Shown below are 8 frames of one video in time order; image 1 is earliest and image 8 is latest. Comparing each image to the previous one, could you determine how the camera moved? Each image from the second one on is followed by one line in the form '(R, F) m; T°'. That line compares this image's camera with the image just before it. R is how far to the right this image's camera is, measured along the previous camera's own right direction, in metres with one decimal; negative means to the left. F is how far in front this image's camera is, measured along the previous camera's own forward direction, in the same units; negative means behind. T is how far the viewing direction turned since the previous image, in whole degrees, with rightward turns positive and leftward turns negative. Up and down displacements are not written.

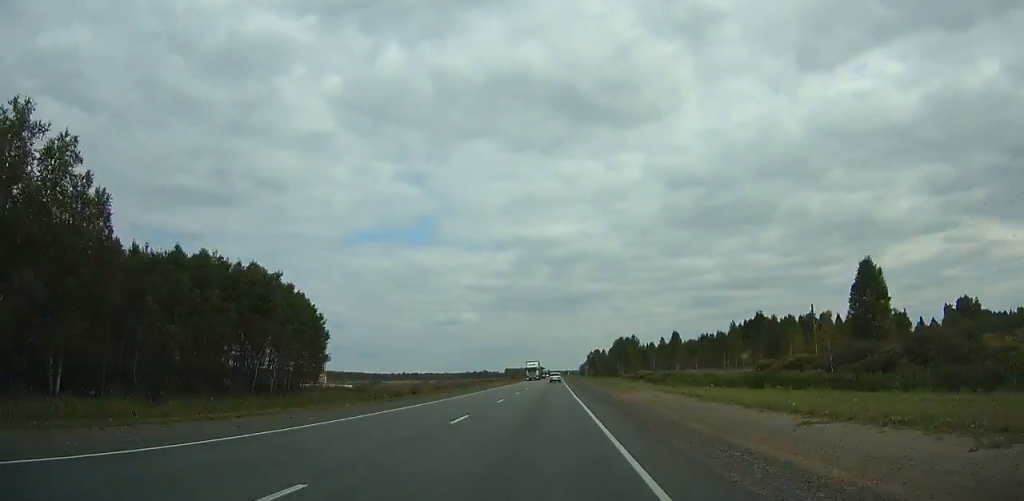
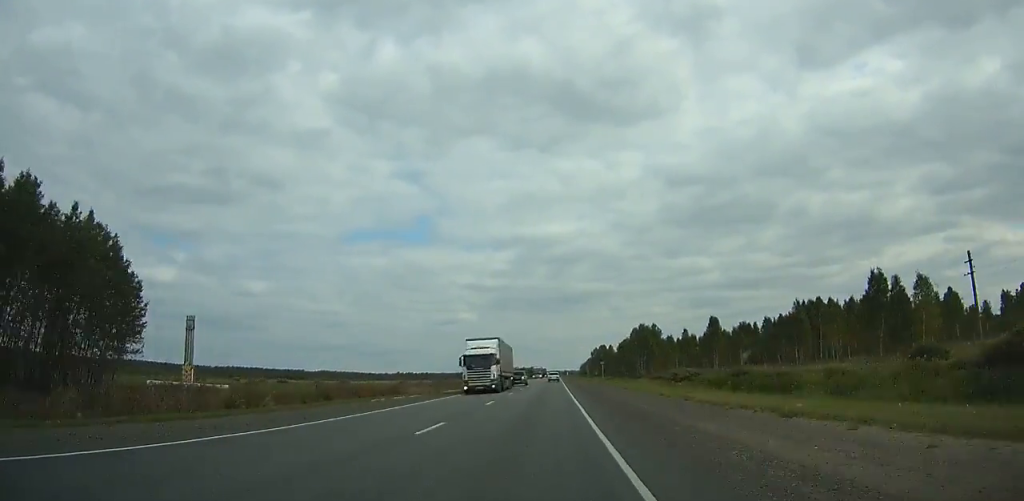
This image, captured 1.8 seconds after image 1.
(+0.1, +39.4) m; 0°
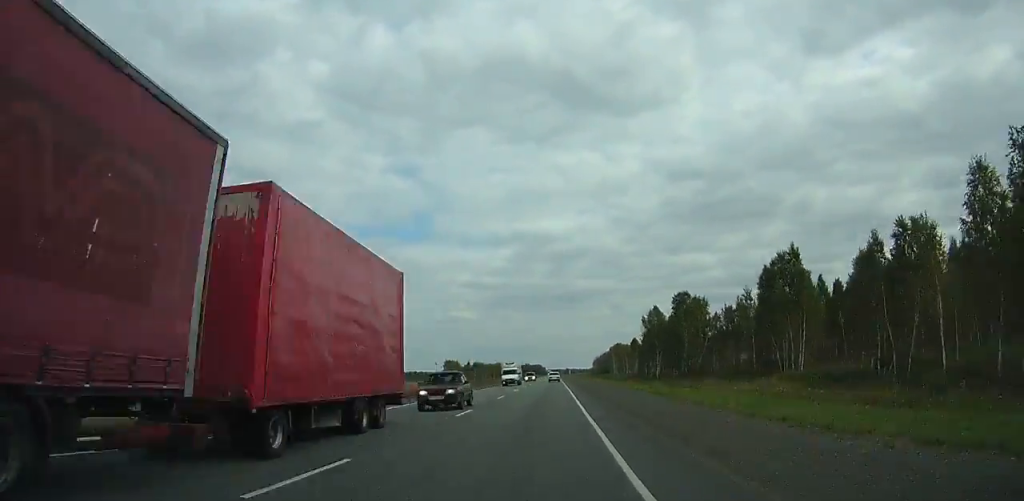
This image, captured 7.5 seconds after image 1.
(-0.3, +126.6) m; 0°
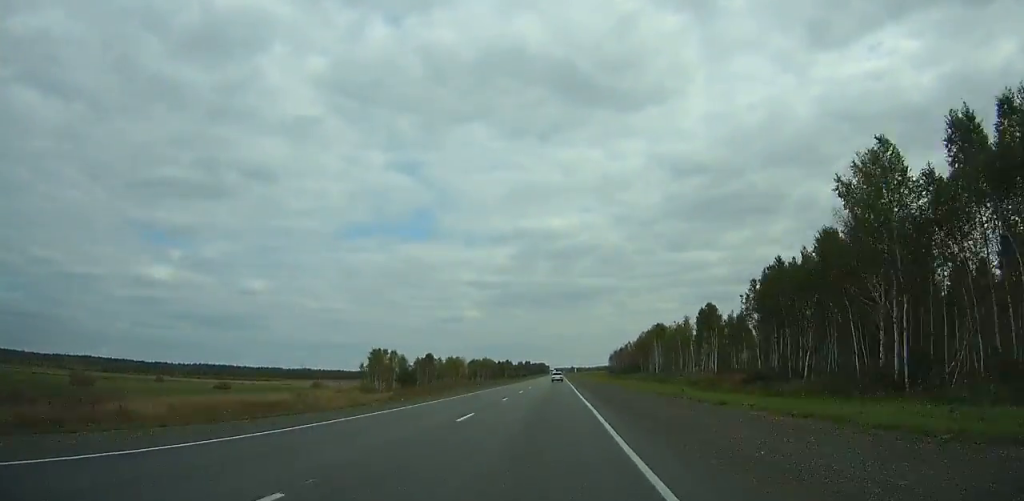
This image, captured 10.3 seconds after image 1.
(0.0, +63.1) m; 0°
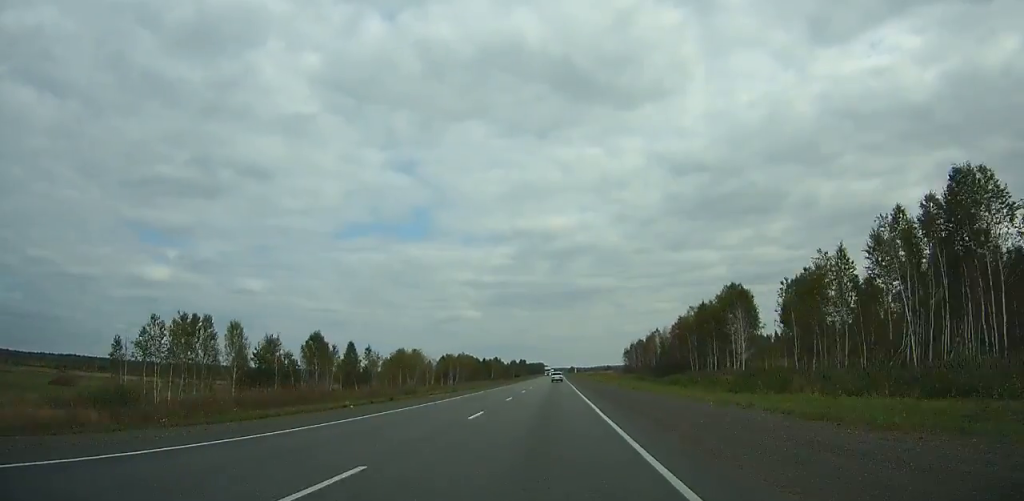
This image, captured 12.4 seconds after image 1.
(0.0, +47.8) m; 0°
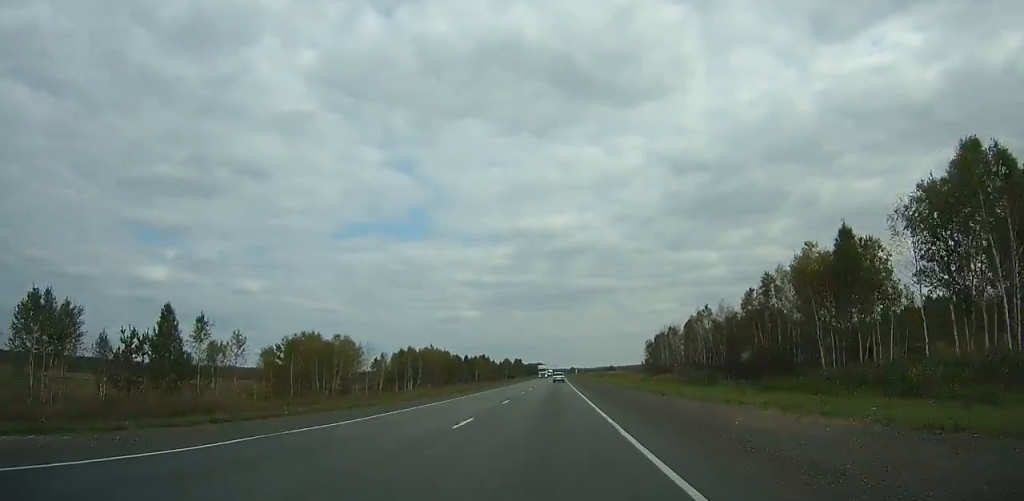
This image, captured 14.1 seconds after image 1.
(0.0, +39.2) m; 0°
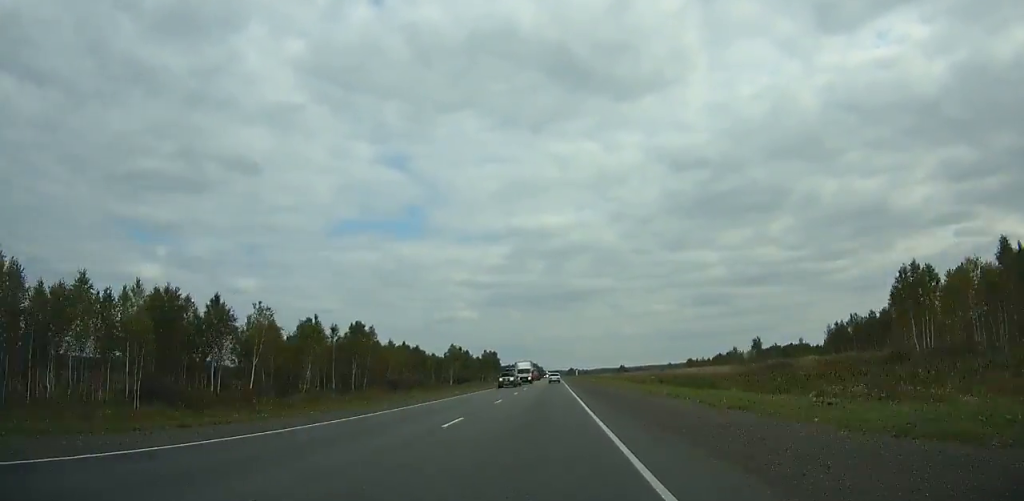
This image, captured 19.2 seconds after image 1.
(+0.2, +119.5) m; 0°
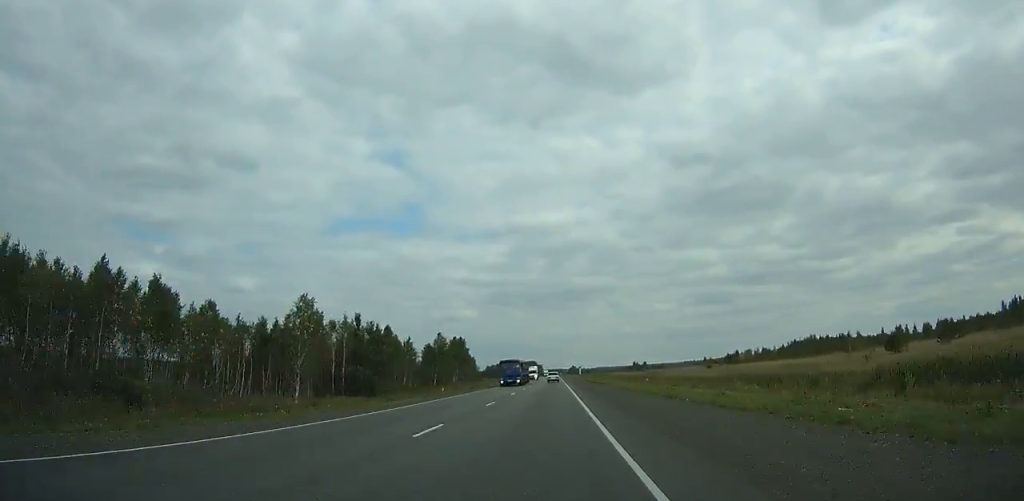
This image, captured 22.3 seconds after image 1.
(-0.1, +74.0) m; 0°
